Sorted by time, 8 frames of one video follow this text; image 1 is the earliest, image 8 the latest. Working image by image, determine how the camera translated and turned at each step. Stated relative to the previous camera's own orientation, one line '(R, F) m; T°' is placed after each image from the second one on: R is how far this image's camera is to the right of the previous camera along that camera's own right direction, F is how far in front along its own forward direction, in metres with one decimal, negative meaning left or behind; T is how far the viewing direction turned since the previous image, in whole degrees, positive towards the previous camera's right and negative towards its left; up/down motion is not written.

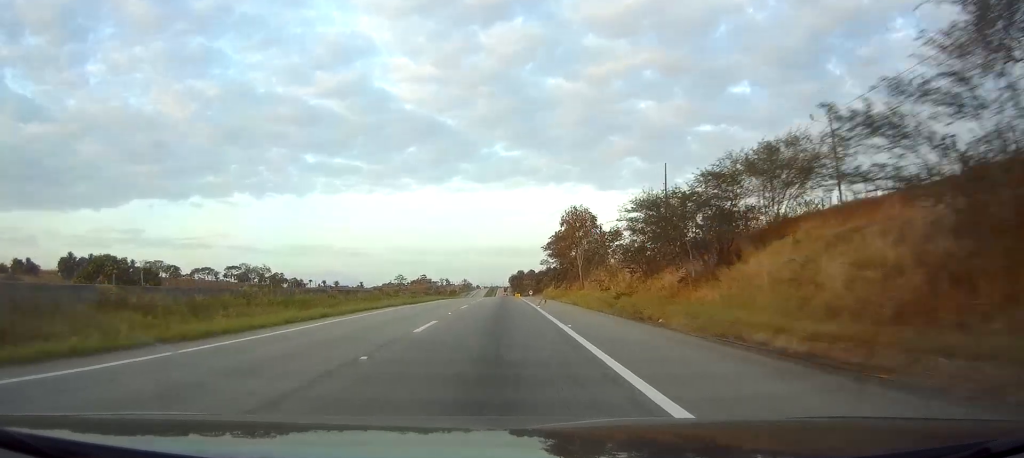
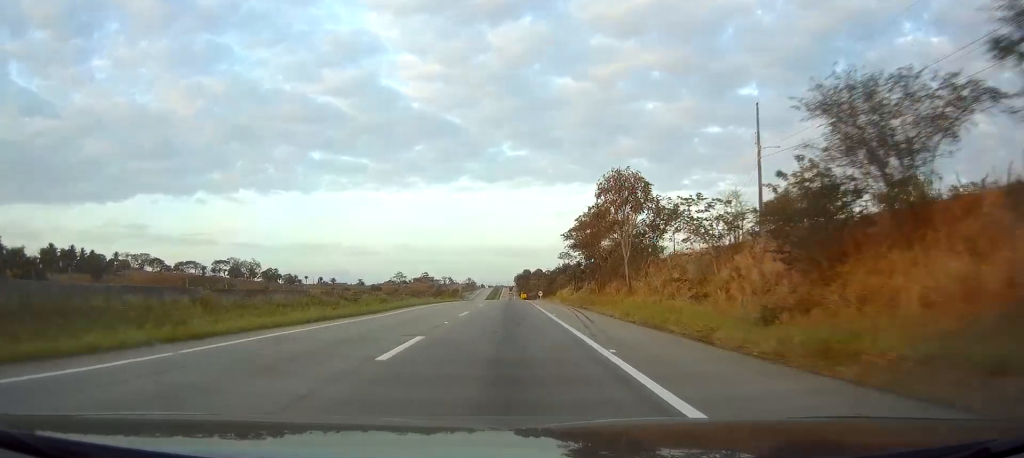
(0.0, +21.6) m; 0°
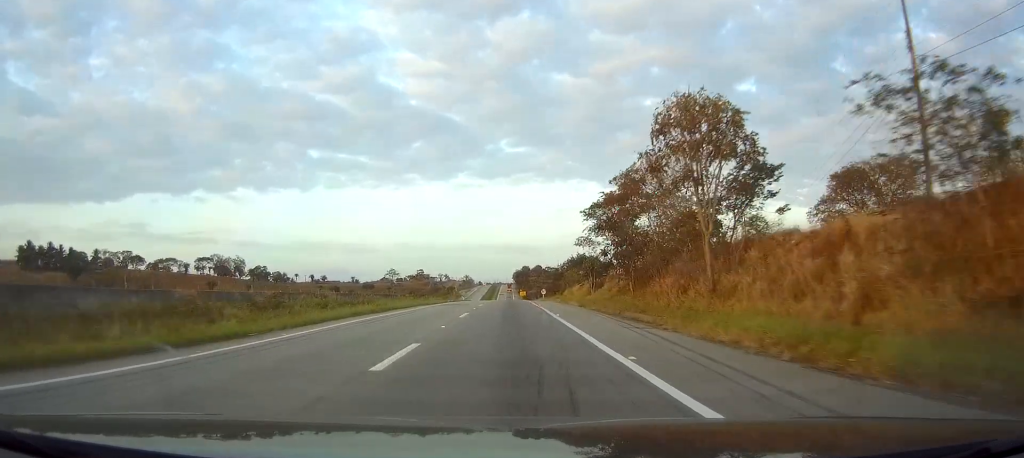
(0.0, +17.3) m; 0°
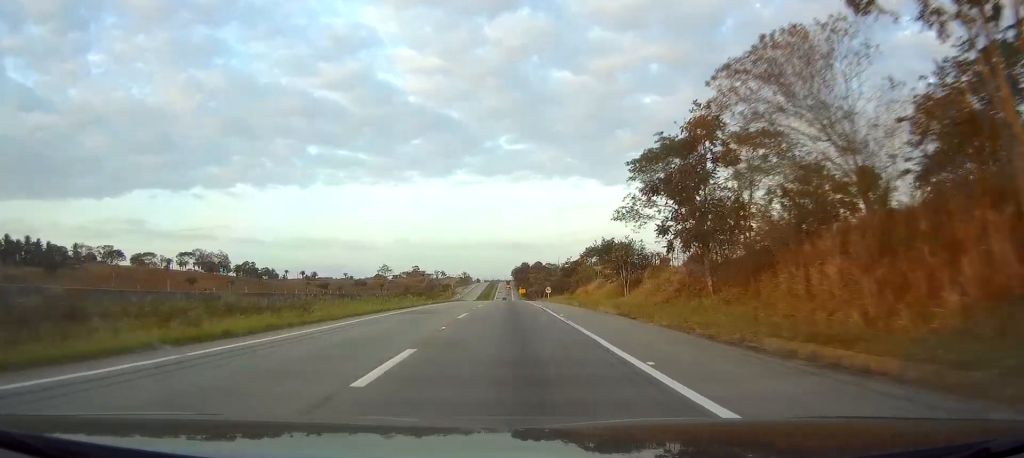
(0.0, +17.4) m; 0°
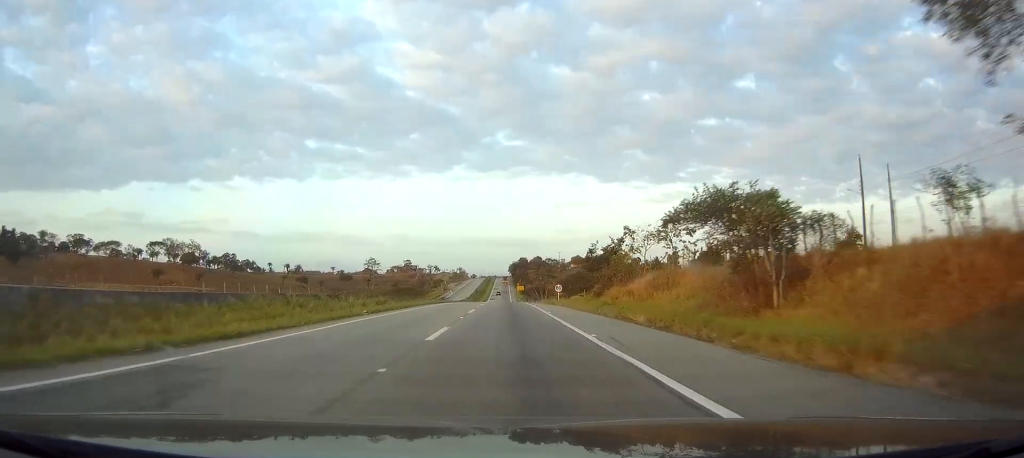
(0.0, +25.1) m; 0°
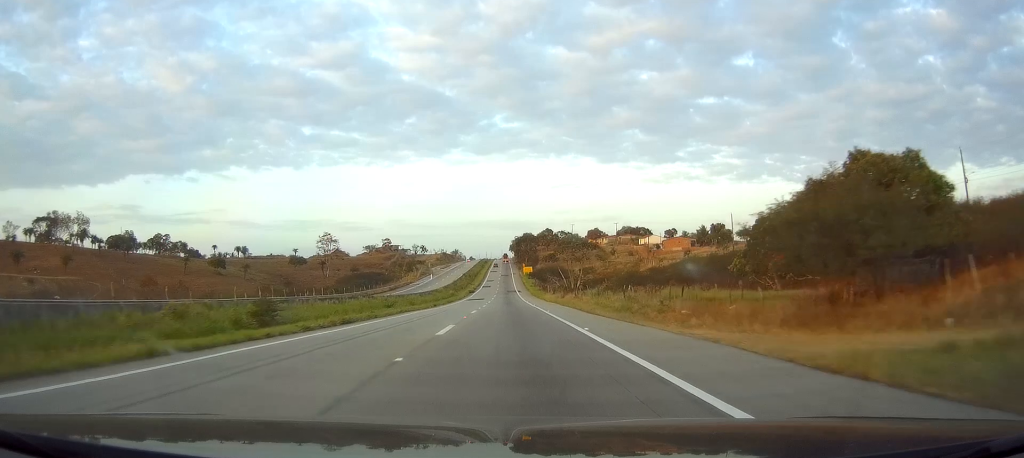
(+0.5, +78.3) m; 0°
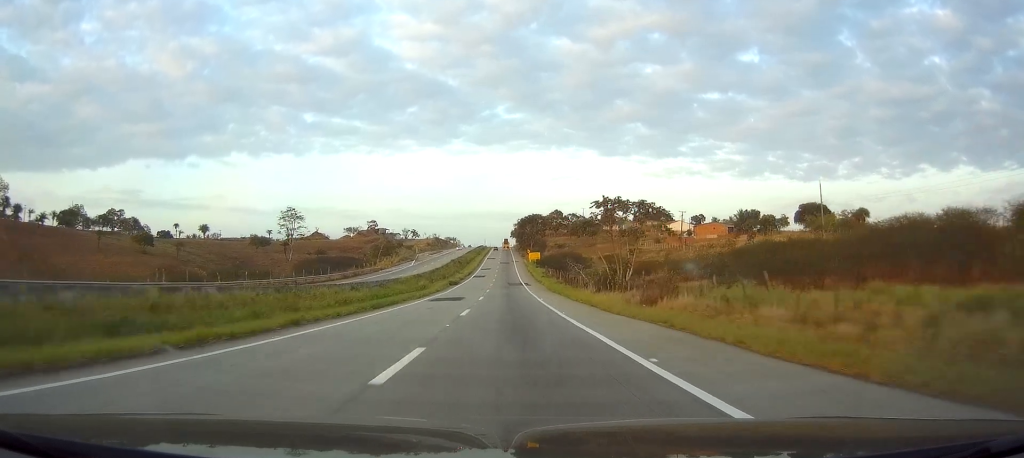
(0.0, +40.7) m; 0°
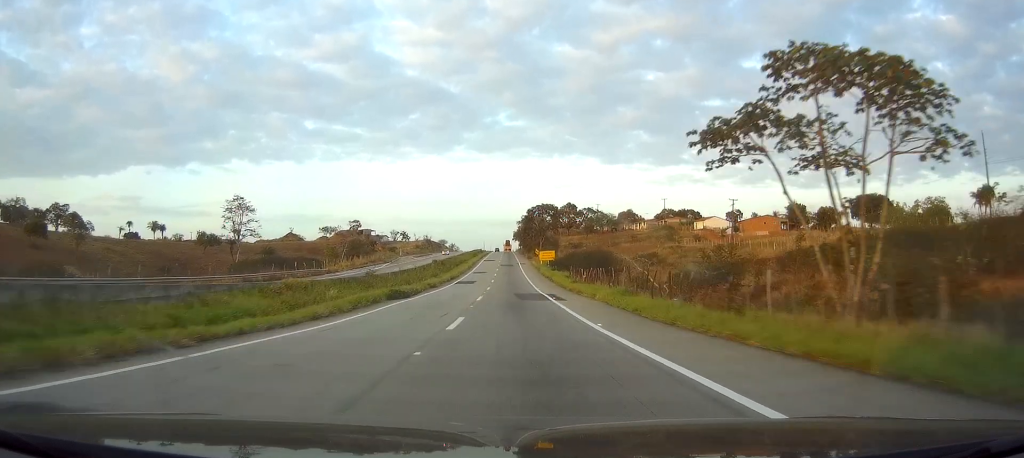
(-0.2, +40.1) m; 0°
